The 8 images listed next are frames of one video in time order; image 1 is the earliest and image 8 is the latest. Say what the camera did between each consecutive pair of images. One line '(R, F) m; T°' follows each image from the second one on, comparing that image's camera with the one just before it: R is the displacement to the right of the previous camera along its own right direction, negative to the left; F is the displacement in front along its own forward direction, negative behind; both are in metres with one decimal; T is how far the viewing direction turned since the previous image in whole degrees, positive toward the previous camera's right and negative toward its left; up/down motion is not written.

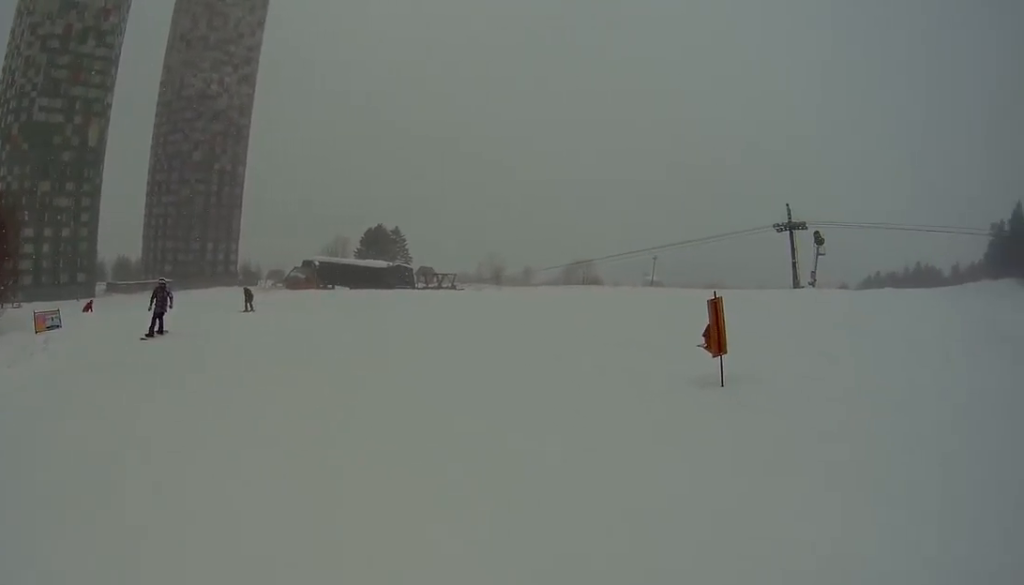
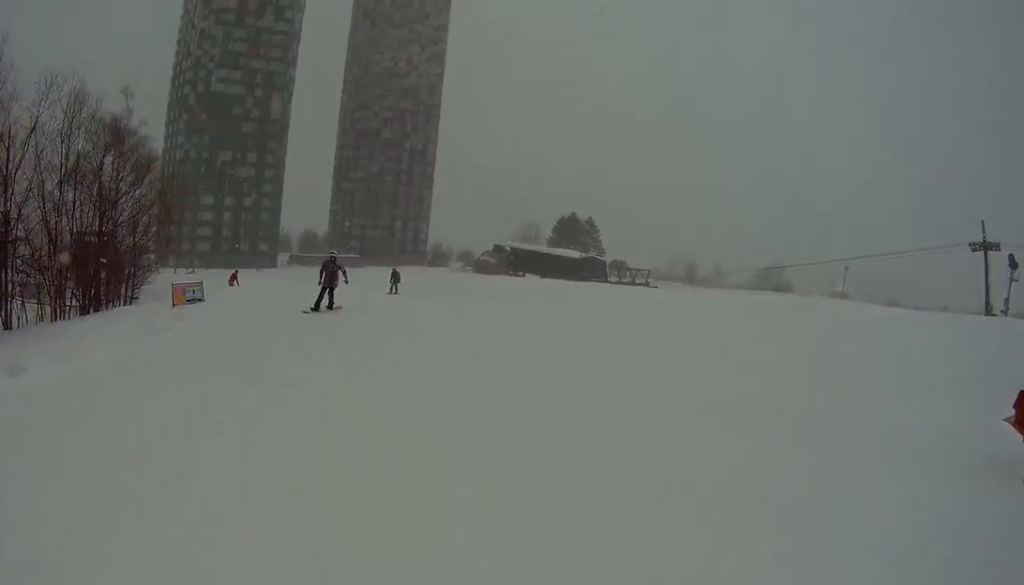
(+0.4, +3.0) m; -2°
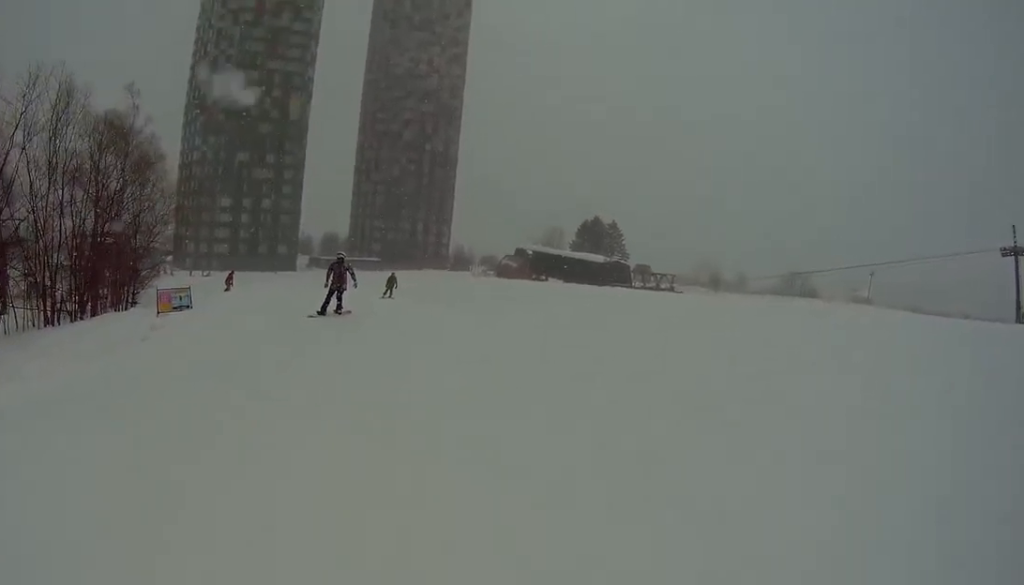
(-0.3, +2.0) m; -8°
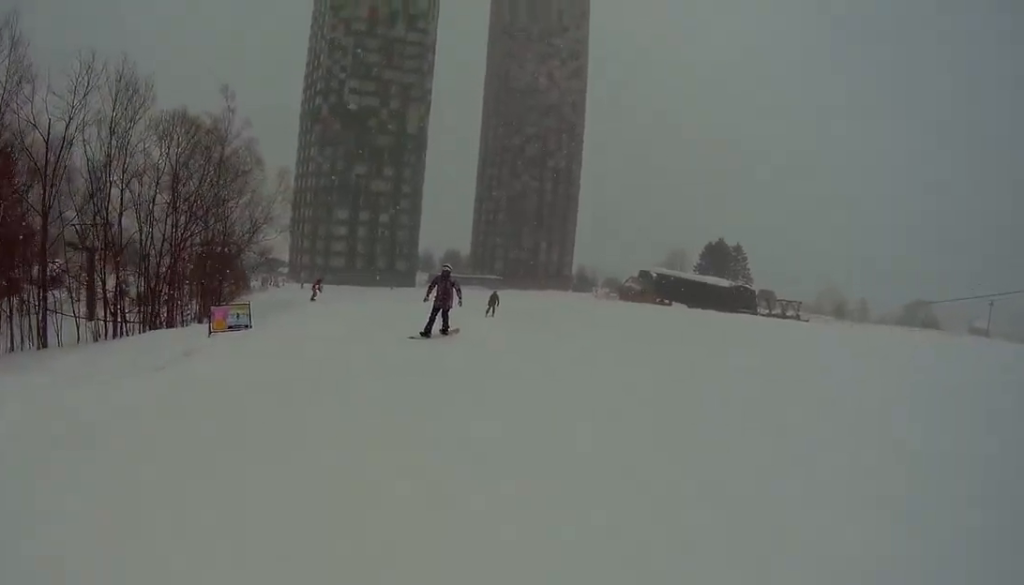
(-0.4, +3.4) m; -8°
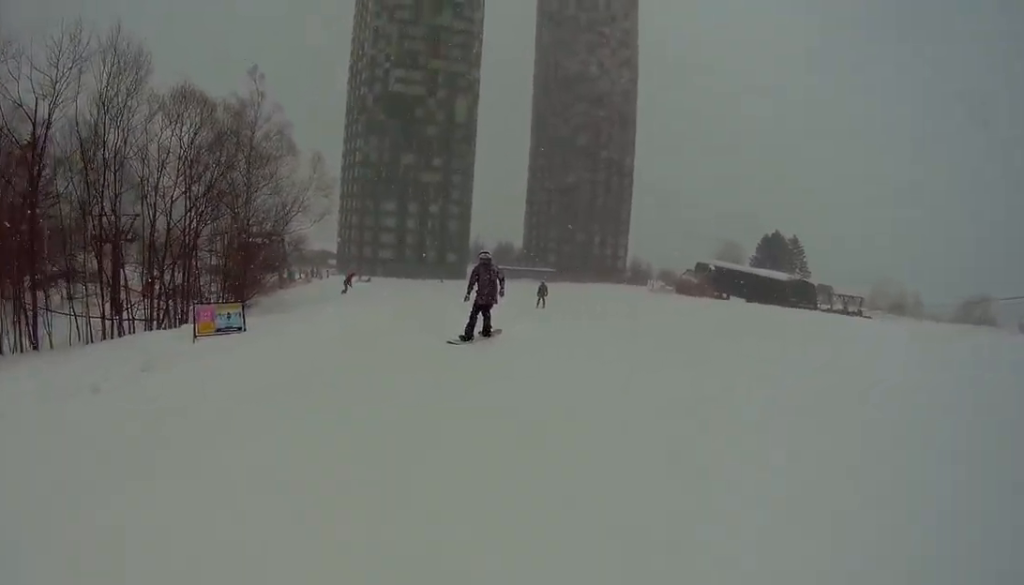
(-0.4, +3.1) m; -1°
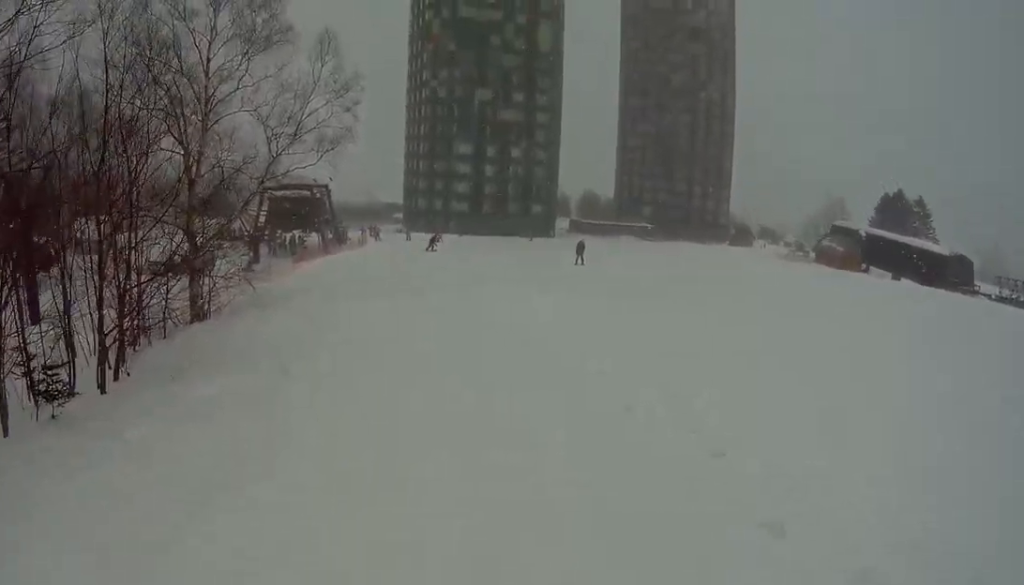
(-4.3, +15.7) m; -18°
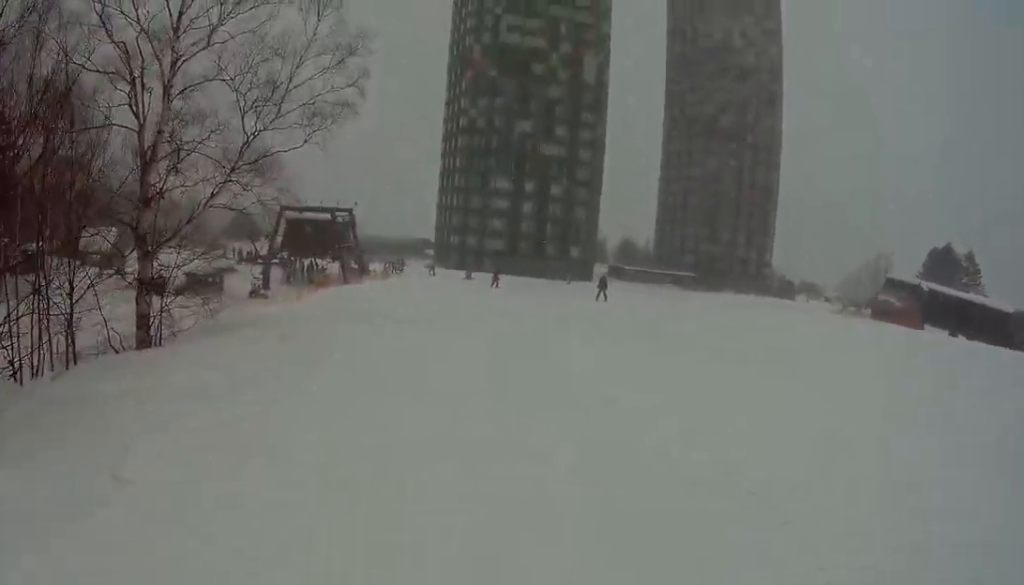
(+0.5, +5.8) m; +1°
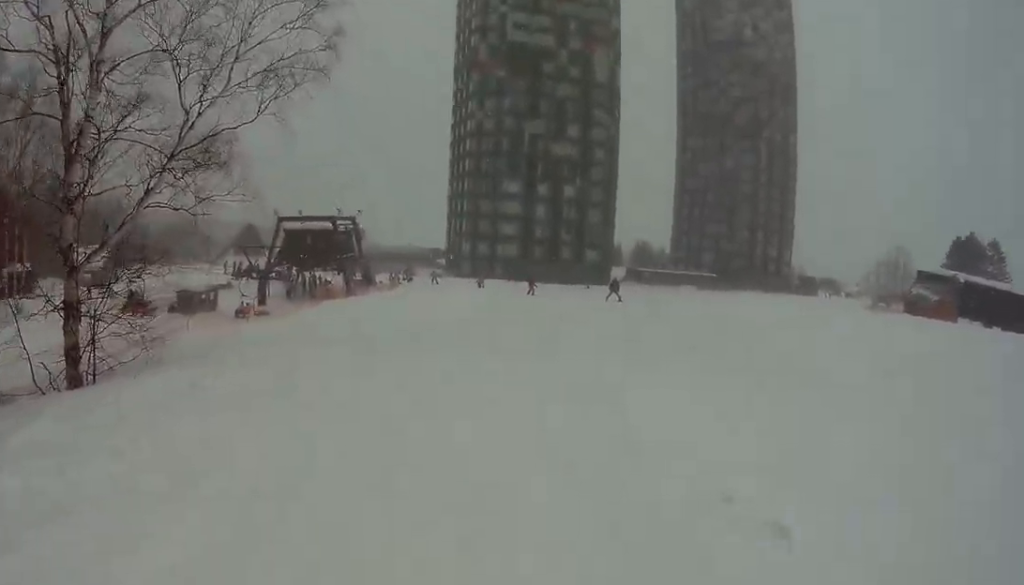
(0.0, +4.0) m; -1°
